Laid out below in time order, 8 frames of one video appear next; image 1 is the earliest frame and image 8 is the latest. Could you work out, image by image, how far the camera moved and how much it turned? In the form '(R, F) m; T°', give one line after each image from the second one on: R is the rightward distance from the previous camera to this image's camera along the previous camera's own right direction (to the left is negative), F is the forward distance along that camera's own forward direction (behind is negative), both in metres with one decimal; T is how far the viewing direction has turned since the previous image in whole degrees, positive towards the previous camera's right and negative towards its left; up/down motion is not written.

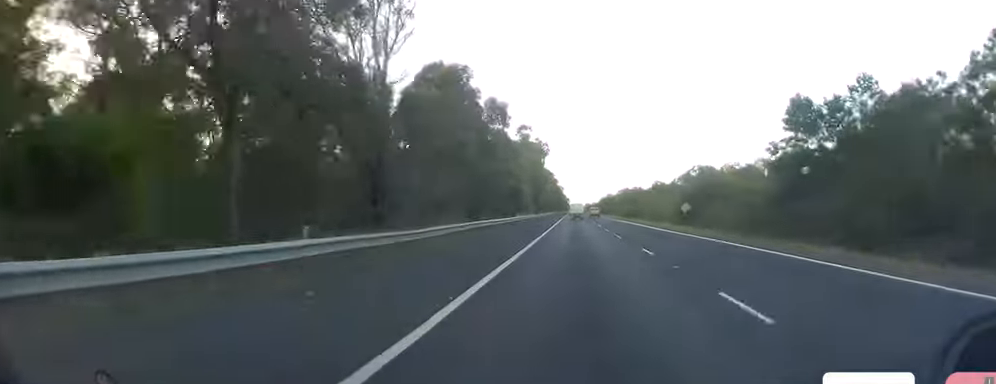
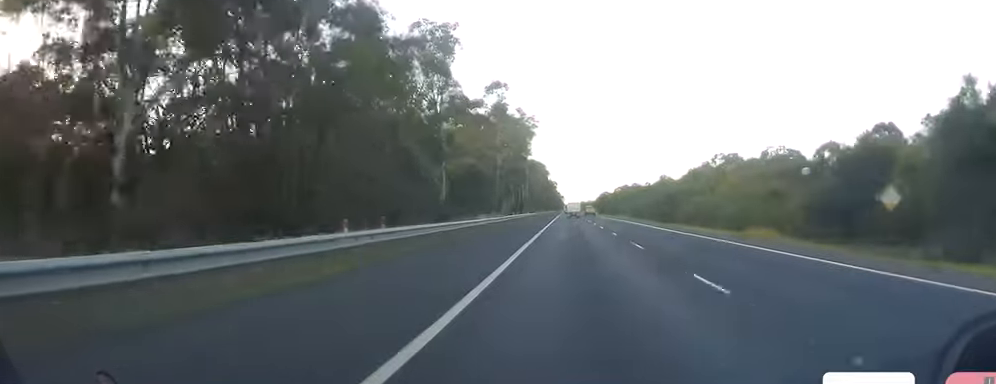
(-0.7, +45.9) m; +1°
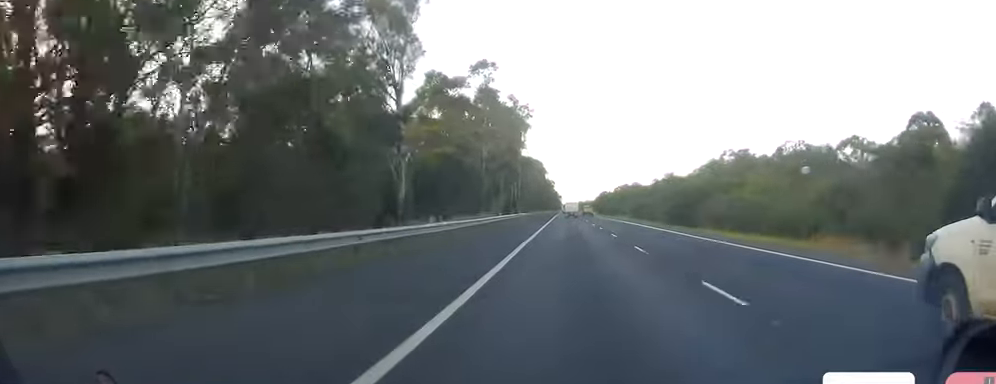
(+0.3, +13.4) m; +1°
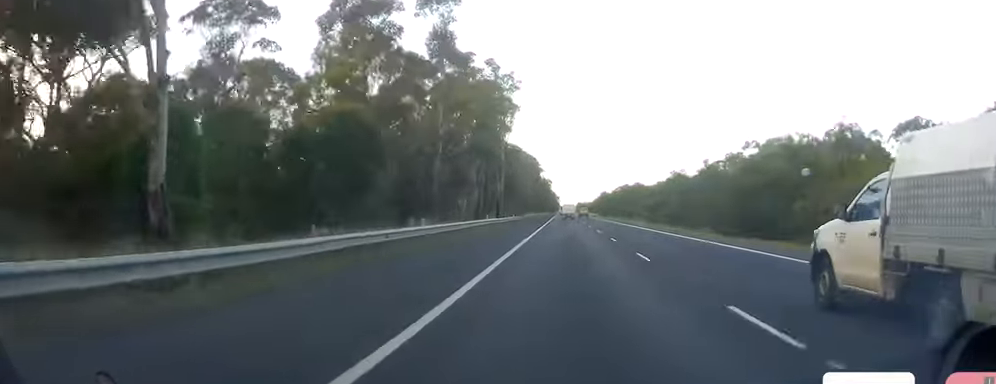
(0.0, +26.7) m; 0°
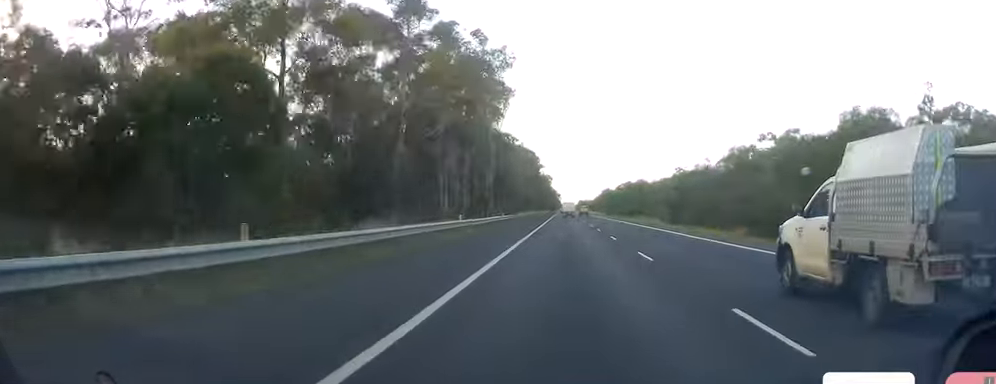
(-0.1, +12.4) m; 0°
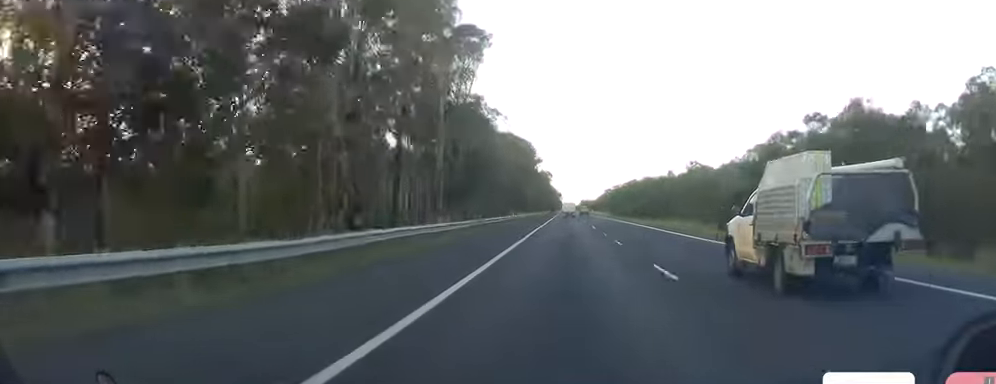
(-0.3, +29.6) m; -1°
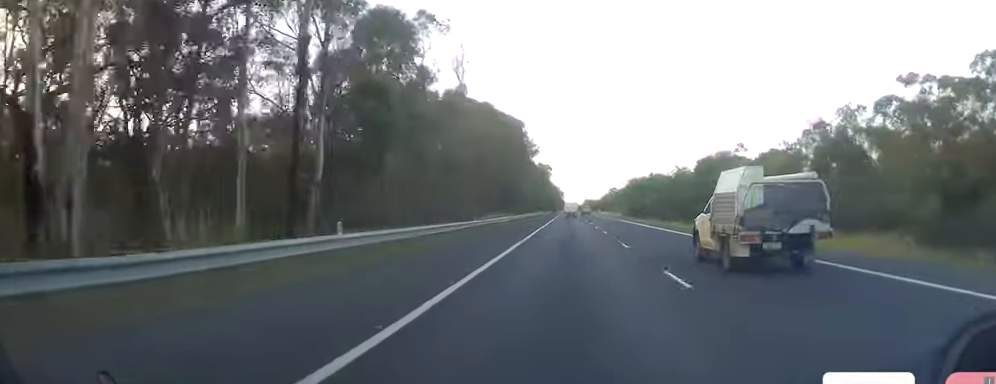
(0.0, +37.2) m; 0°
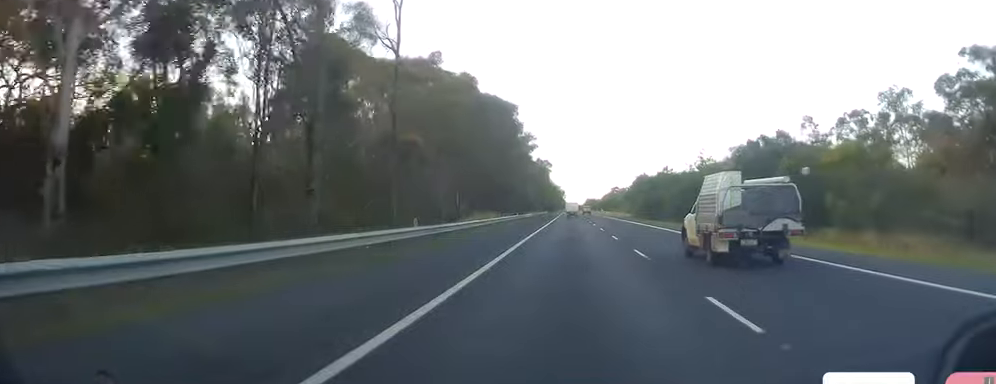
(0.0, +16.3) m; 0°
